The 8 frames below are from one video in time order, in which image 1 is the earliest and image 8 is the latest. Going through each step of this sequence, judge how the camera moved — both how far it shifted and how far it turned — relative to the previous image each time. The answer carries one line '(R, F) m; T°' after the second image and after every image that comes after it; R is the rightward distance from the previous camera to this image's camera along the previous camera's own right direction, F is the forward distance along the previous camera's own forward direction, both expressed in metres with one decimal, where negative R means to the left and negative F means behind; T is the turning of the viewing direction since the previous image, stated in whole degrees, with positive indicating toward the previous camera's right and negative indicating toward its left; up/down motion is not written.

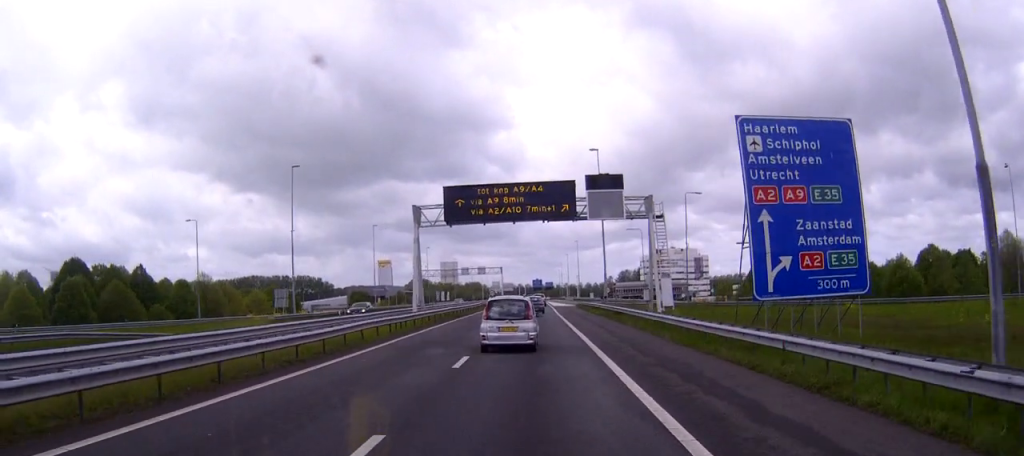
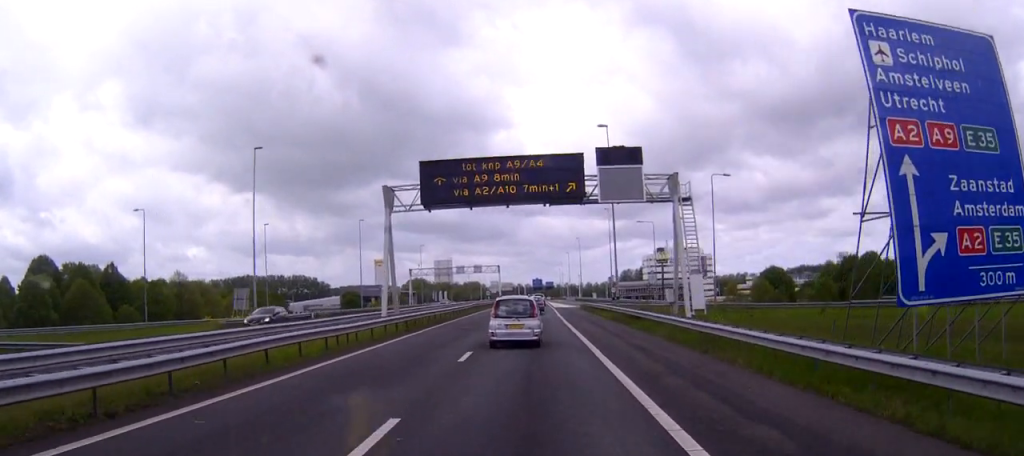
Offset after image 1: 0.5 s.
(0.0, +10.4) m; 0°
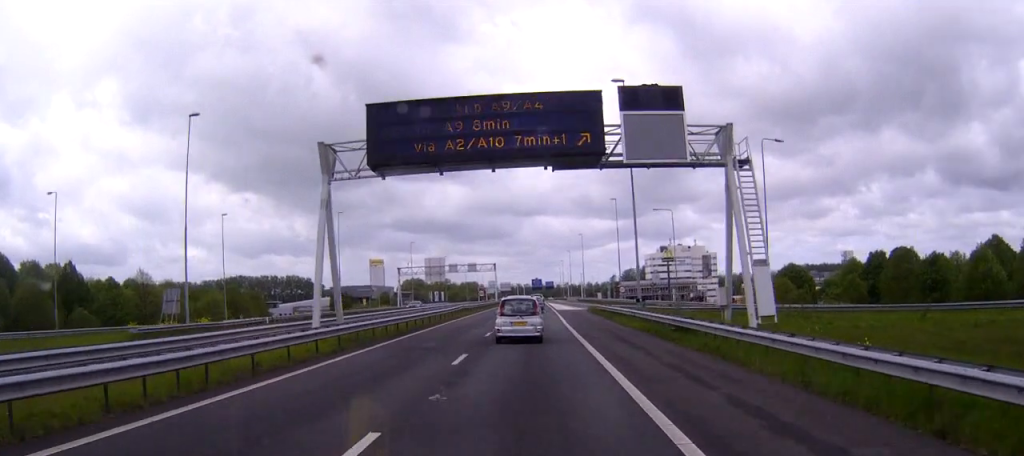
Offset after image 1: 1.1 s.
(0.0, +13.0) m; 0°
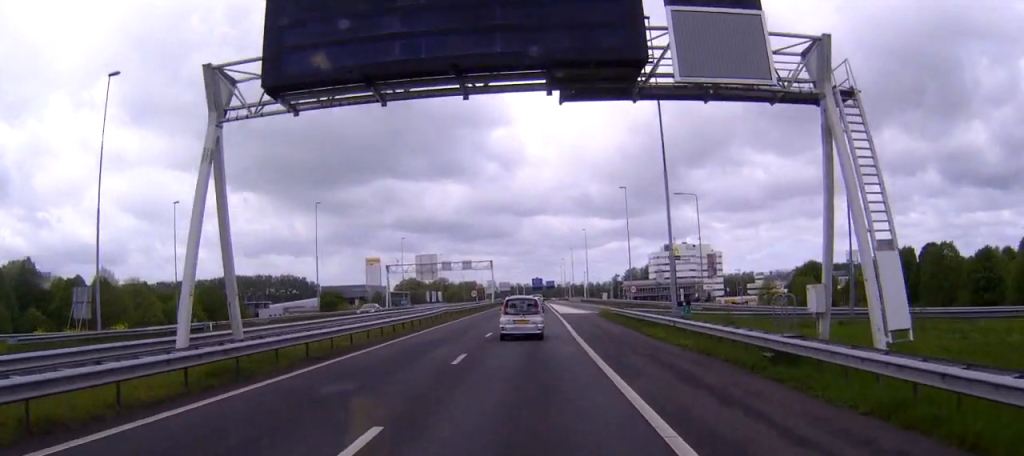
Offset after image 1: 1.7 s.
(0.0, +11.5) m; 0°
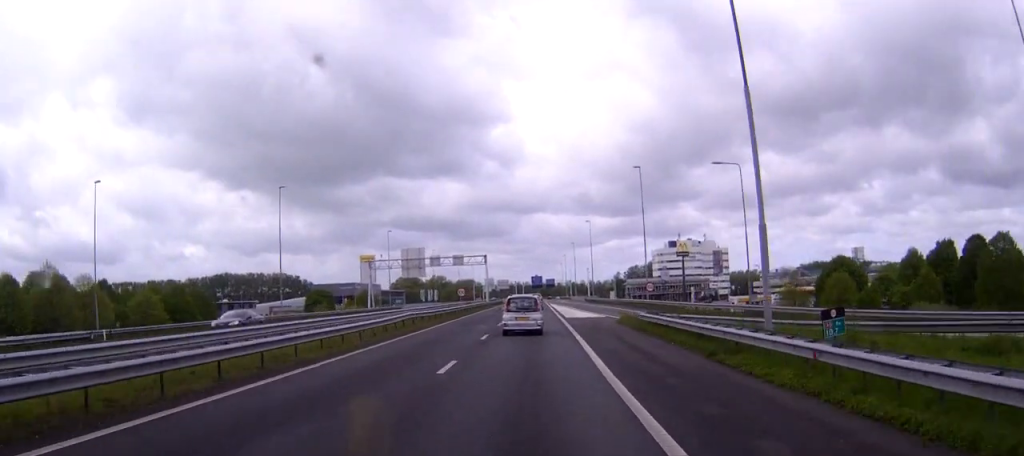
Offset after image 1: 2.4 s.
(0.0, +14.0) m; 0°
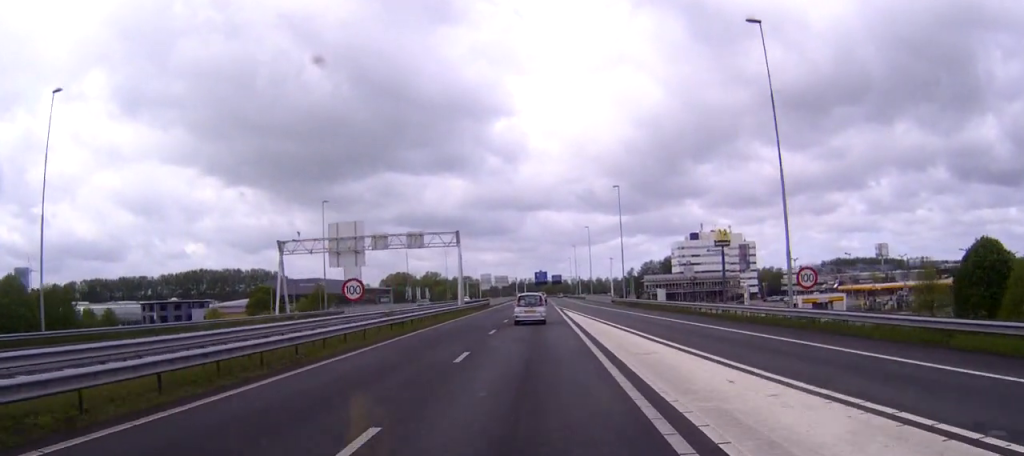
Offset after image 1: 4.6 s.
(-0.2, +42.7) m; 0°
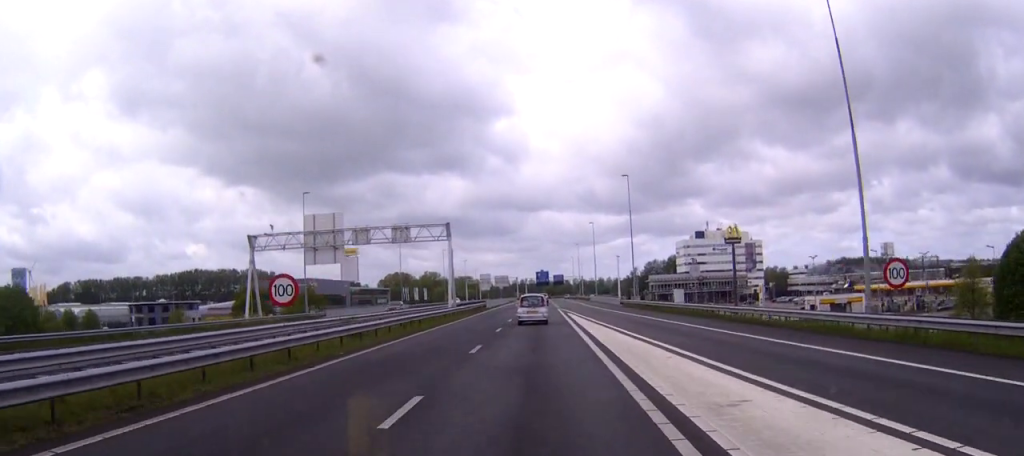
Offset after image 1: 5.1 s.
(0.0, +8.2) m; 0°
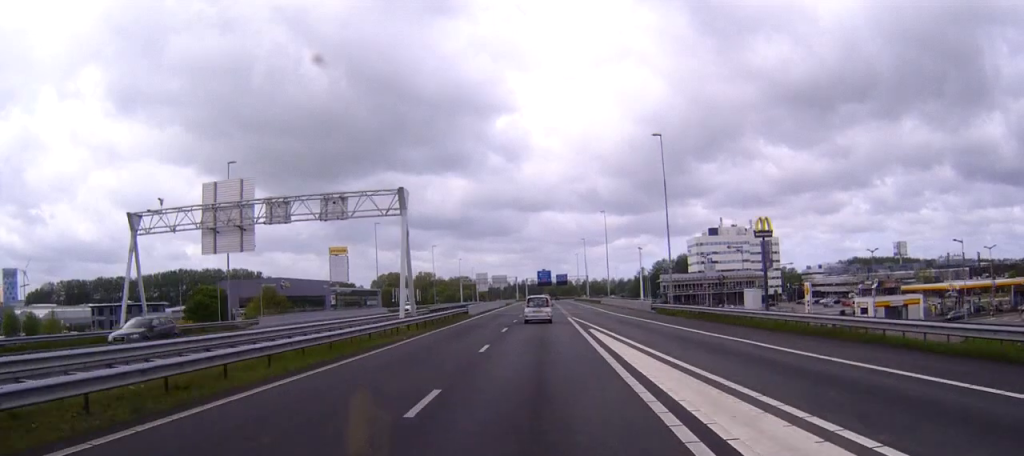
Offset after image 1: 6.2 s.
(0.0, +21.5) m; 0°
